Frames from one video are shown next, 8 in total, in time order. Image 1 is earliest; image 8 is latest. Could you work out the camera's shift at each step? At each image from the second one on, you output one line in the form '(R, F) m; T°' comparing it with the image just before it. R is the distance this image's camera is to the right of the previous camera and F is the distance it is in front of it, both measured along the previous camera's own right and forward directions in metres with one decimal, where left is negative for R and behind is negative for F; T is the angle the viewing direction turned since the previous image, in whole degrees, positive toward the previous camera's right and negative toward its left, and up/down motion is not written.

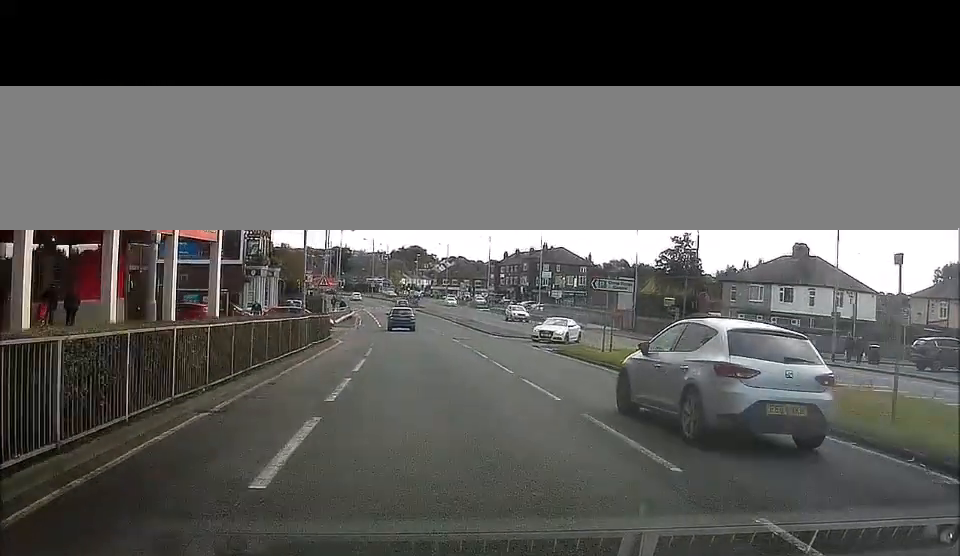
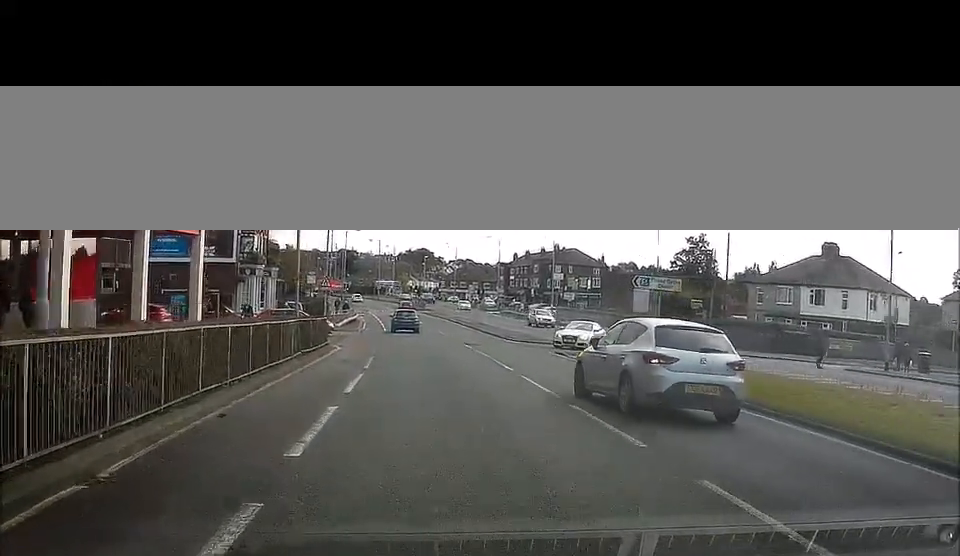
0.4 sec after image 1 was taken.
(0.0, +4.6) m; -1°
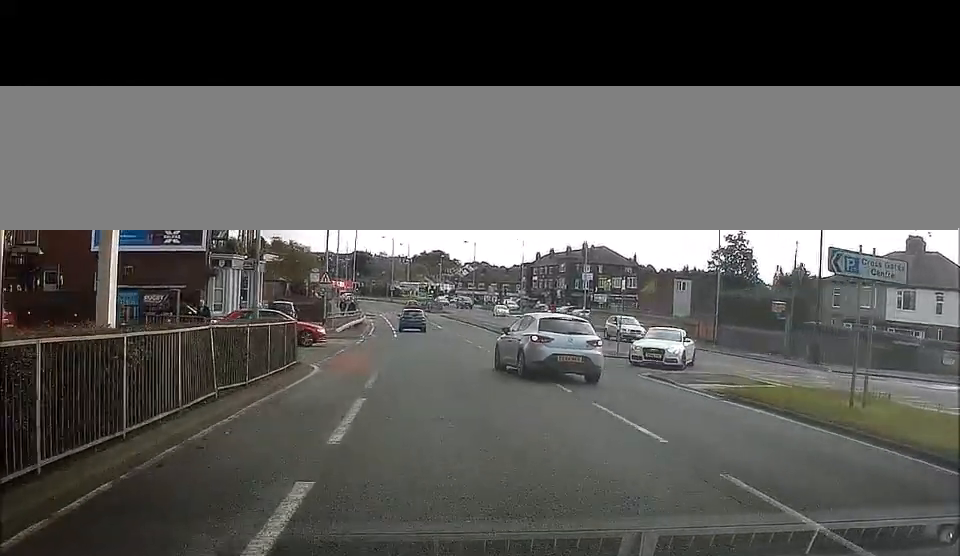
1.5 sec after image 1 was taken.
(-0.1, +11.5) m; 0°
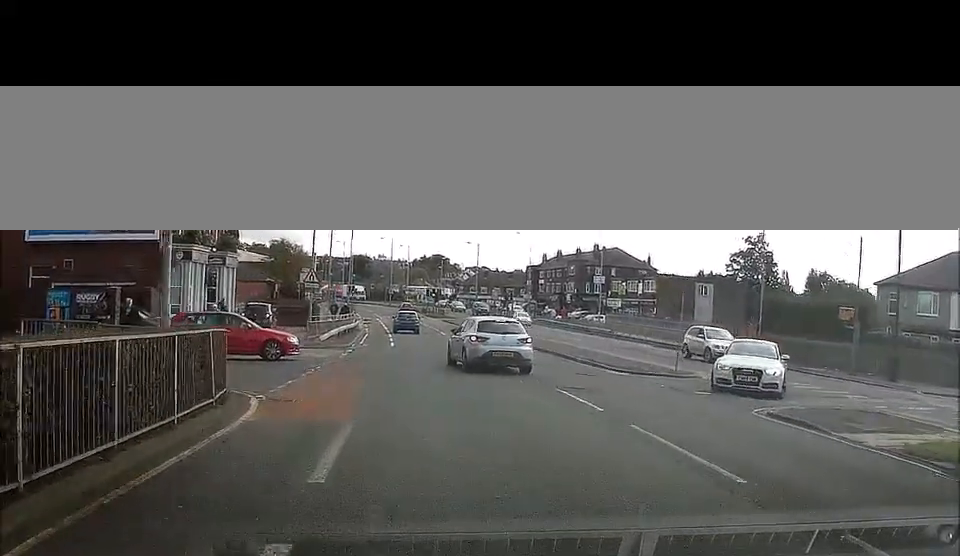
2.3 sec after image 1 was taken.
(+0.1, +8.0) m; +1°
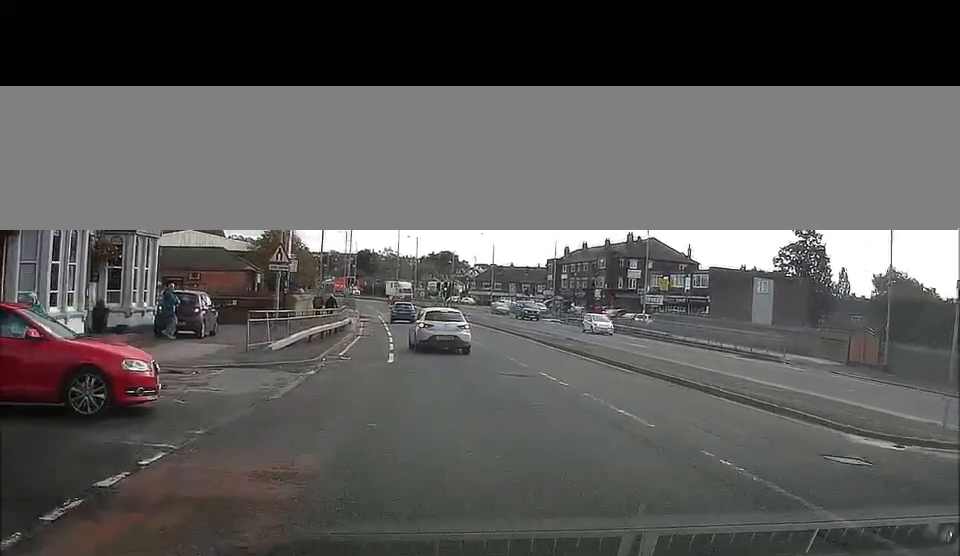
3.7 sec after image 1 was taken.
(0.0, +14.5) m; -2°
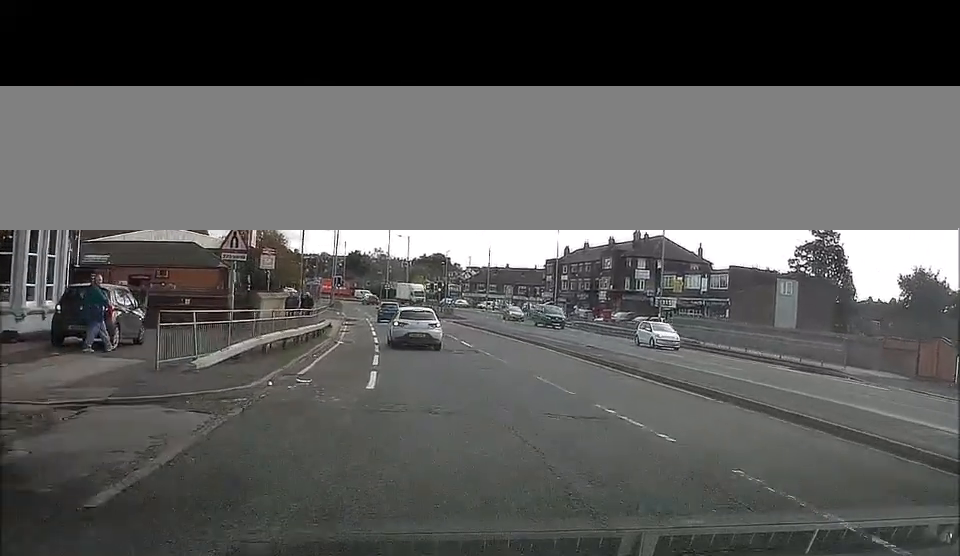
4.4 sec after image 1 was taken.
(-0.1, +7.1) m; -2°
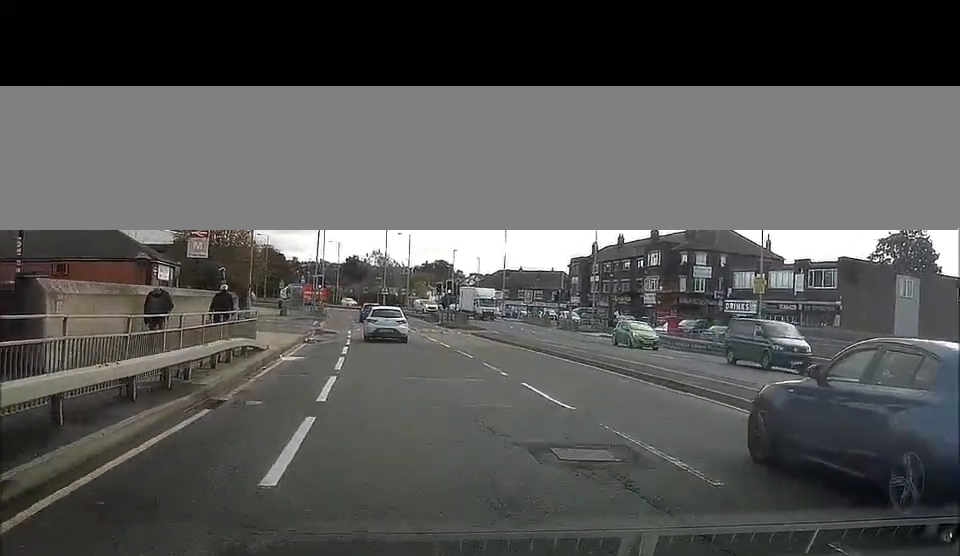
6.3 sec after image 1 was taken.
(-0.2, +19.8) m; -1°
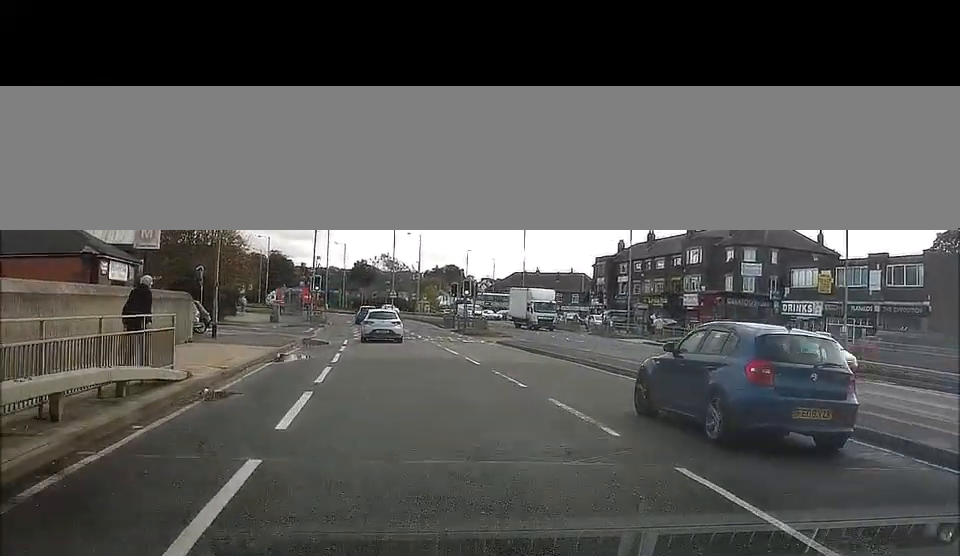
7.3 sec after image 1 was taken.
(0.0, +9.4) m; -1°
